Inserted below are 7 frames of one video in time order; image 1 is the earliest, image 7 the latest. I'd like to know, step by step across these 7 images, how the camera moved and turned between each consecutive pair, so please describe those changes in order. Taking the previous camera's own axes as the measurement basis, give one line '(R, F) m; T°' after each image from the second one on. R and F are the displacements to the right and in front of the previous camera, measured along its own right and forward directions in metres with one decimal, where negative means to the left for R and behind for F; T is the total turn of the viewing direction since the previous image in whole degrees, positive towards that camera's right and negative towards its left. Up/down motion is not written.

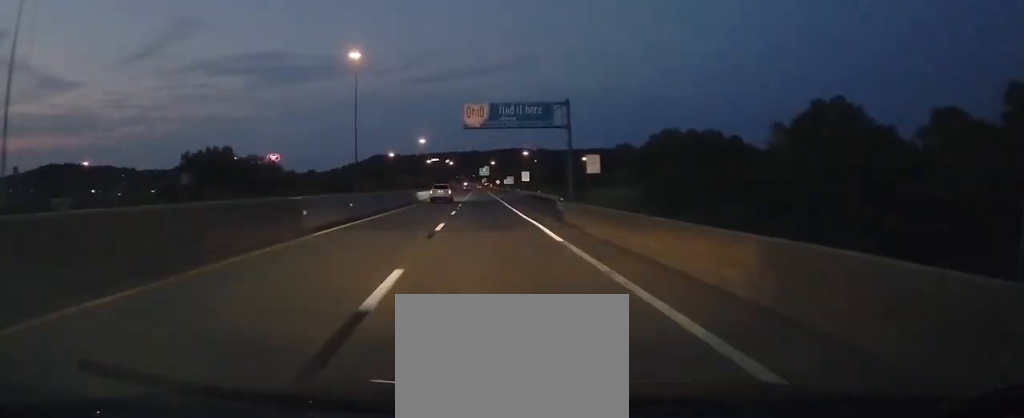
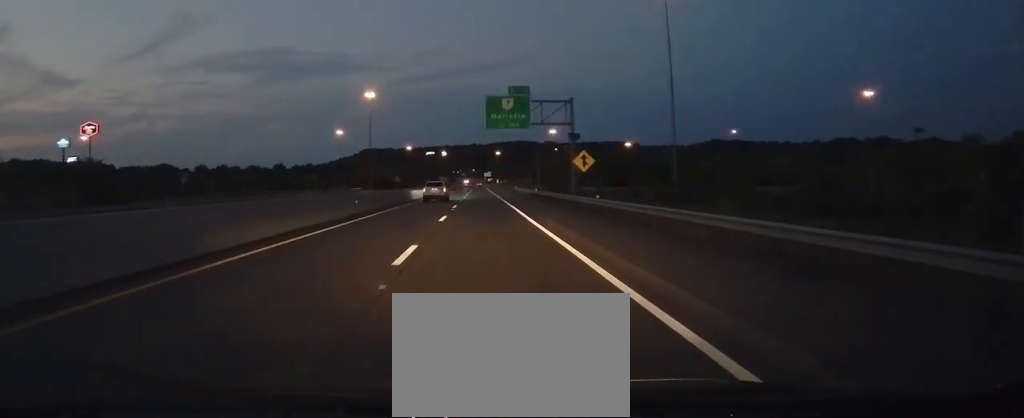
(-0.3, +251.4) m; 0°
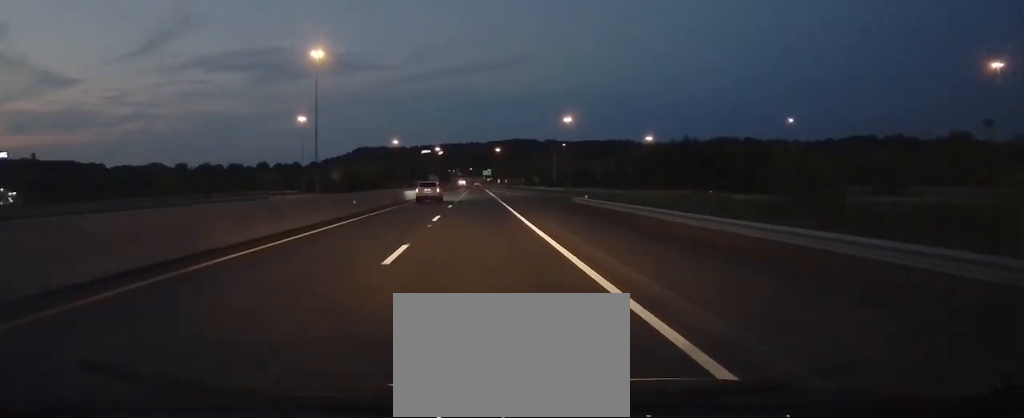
(+0.1, +69.5) m; 0°
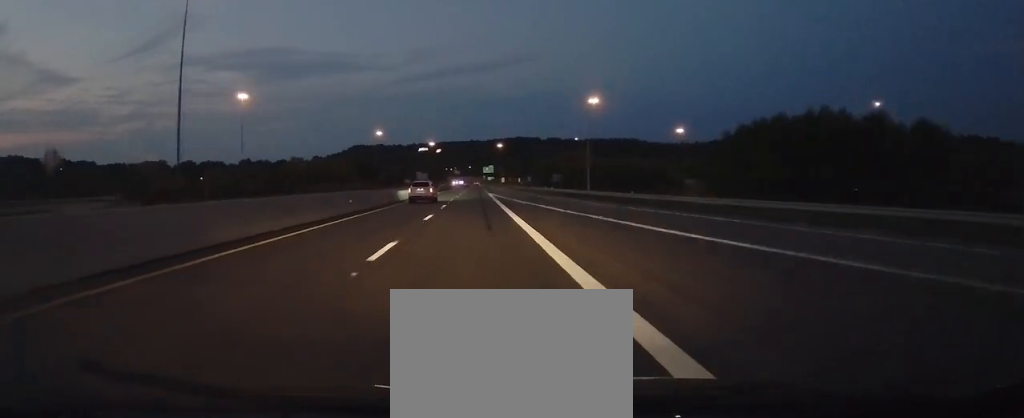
(+0.2, +65.8) m; 0°
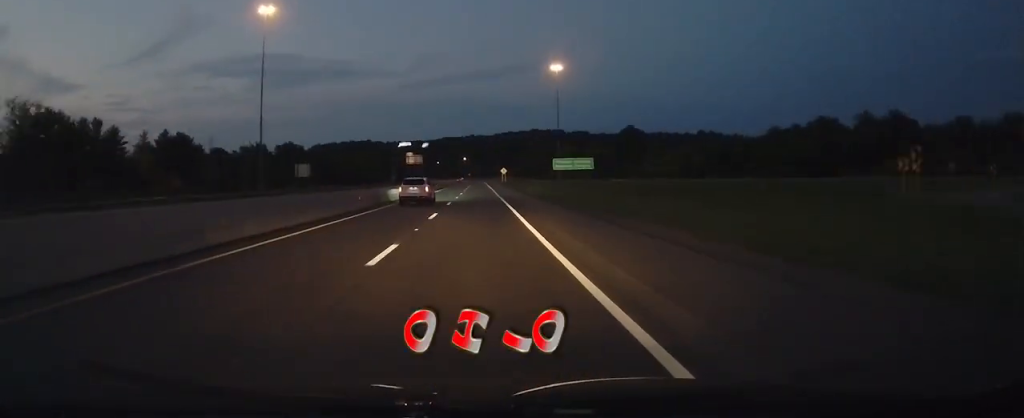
(0.0, +358.7) m; 0°
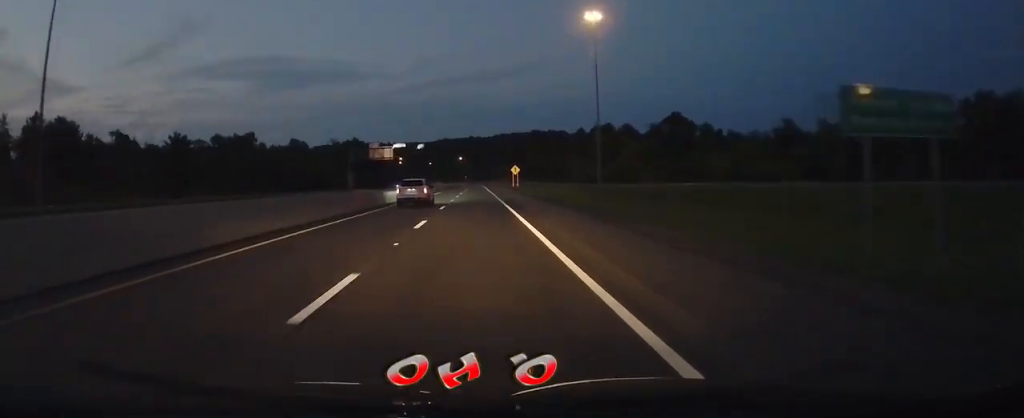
(+0.3, +48.2) m; 0°
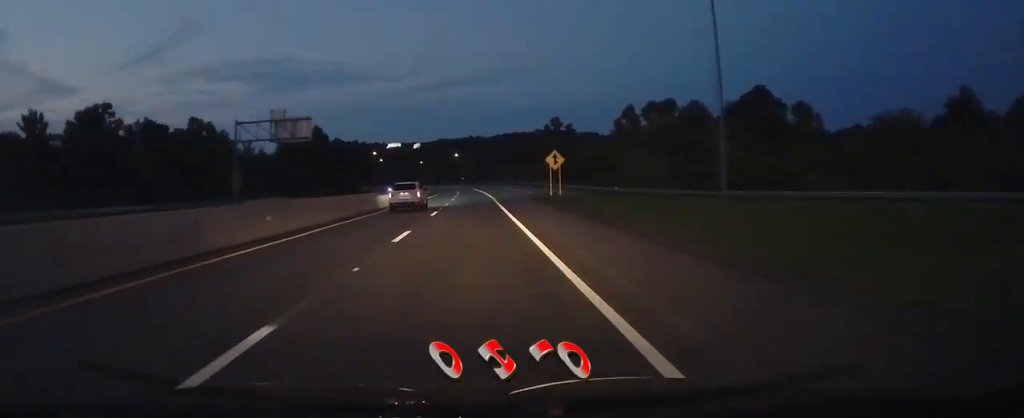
(-0.3, +55.9) m; -2°
